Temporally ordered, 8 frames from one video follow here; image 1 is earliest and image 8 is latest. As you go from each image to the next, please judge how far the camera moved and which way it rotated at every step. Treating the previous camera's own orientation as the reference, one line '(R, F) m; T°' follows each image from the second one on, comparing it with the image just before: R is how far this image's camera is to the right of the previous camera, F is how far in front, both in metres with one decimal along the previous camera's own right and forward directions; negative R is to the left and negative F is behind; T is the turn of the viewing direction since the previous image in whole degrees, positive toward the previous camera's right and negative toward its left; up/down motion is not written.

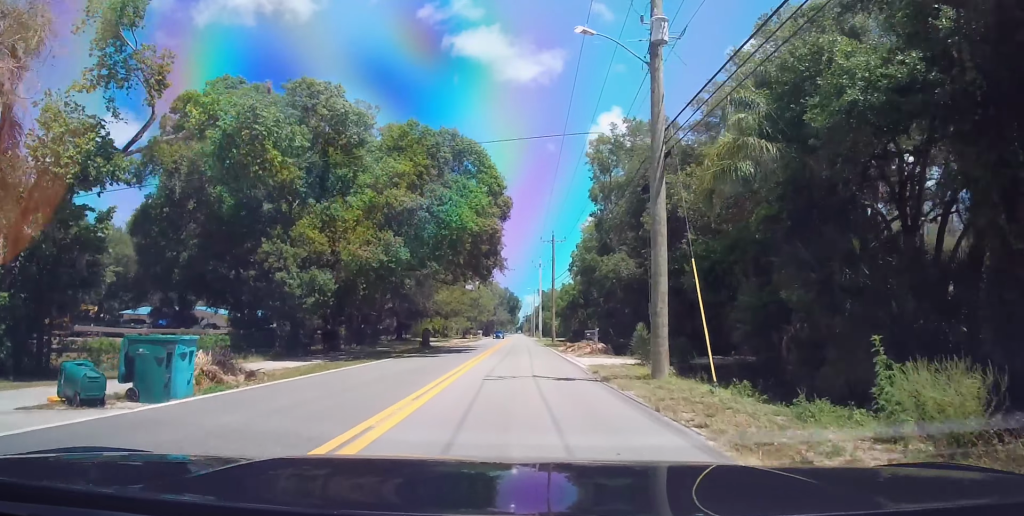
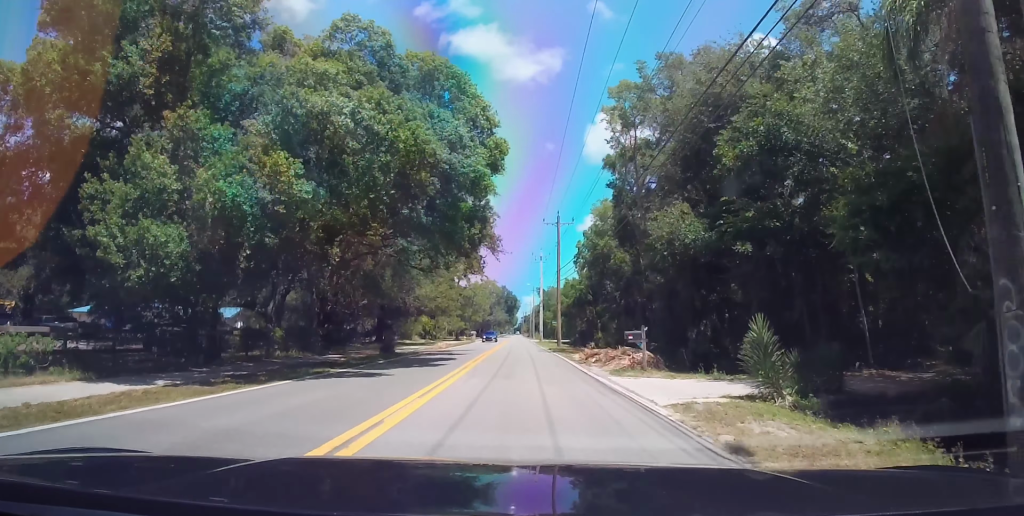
(0.0, +11.7) m; 0°
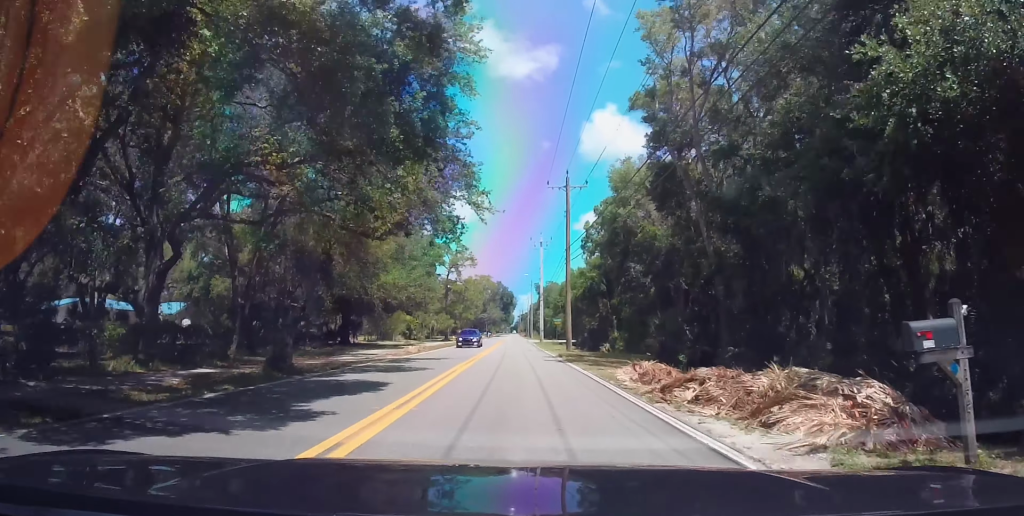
(0.0, +13.9) m; 0°
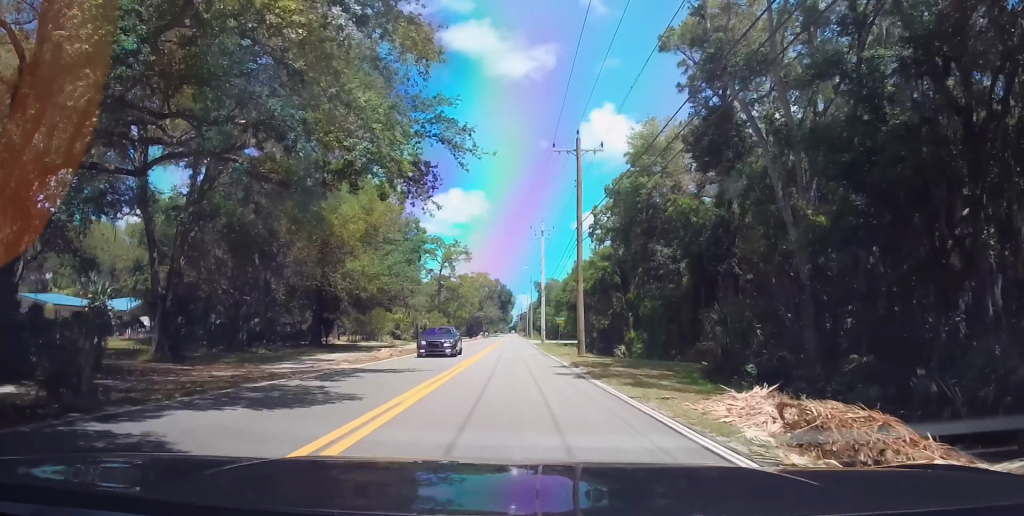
(0.0, +8.9) m; 0°
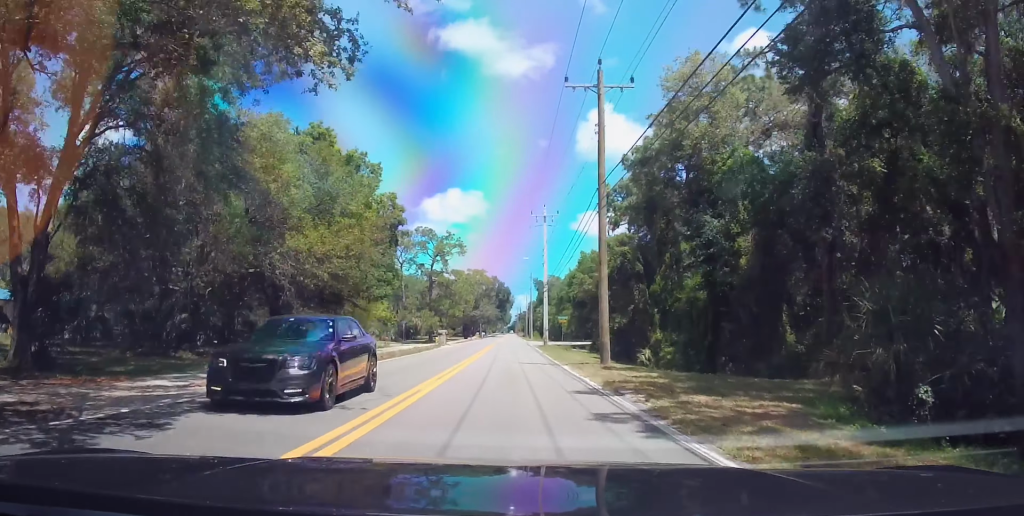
(0.0, +10.0) m; -1°
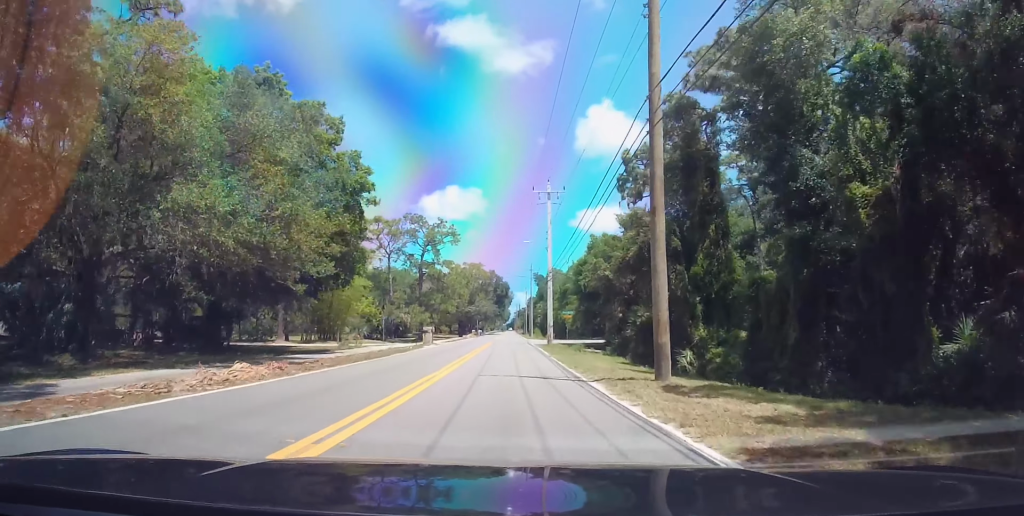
(-0.1, +9.5) m; -1°
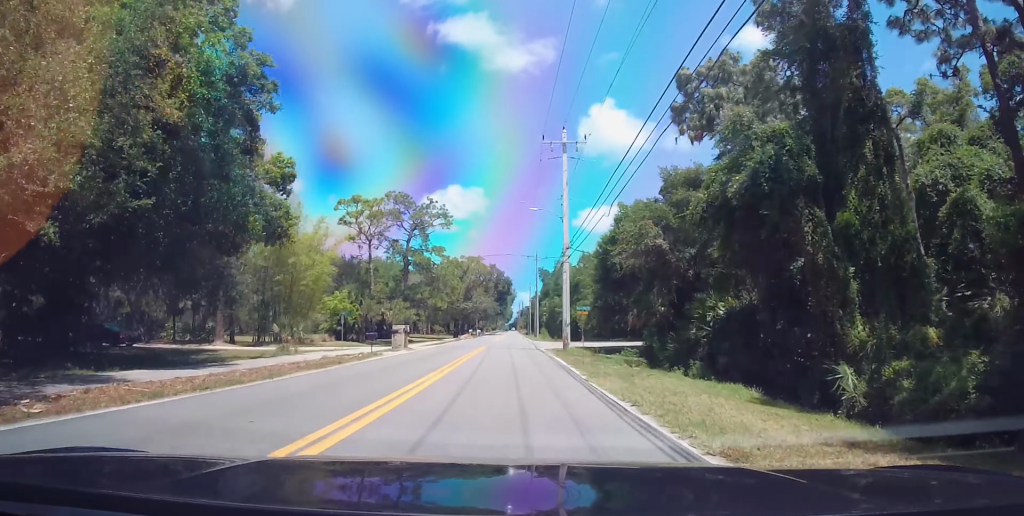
(-0.2, +14.3) m; 0°
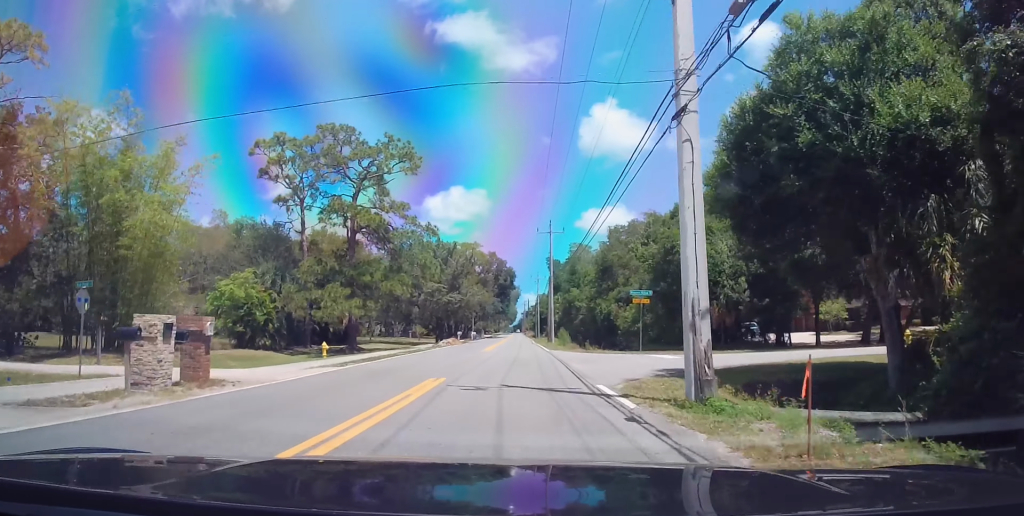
(0.0, +27.1) m; 0°
